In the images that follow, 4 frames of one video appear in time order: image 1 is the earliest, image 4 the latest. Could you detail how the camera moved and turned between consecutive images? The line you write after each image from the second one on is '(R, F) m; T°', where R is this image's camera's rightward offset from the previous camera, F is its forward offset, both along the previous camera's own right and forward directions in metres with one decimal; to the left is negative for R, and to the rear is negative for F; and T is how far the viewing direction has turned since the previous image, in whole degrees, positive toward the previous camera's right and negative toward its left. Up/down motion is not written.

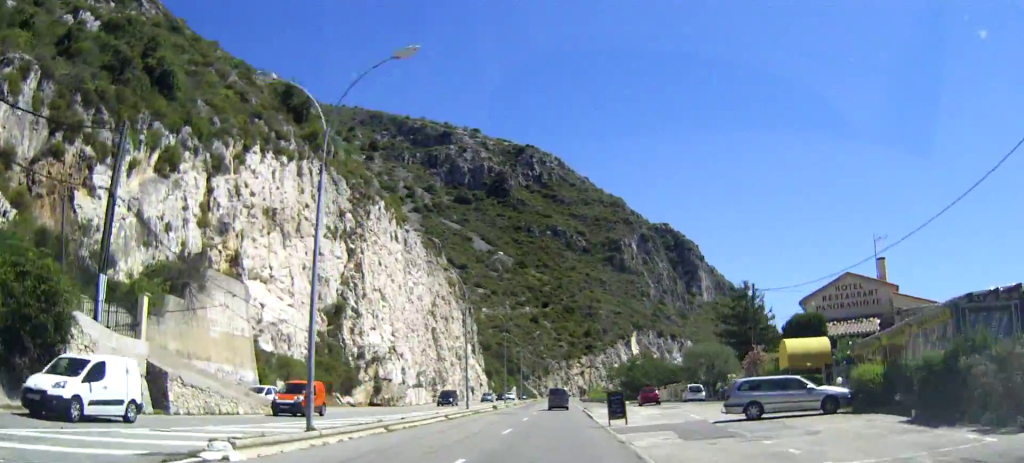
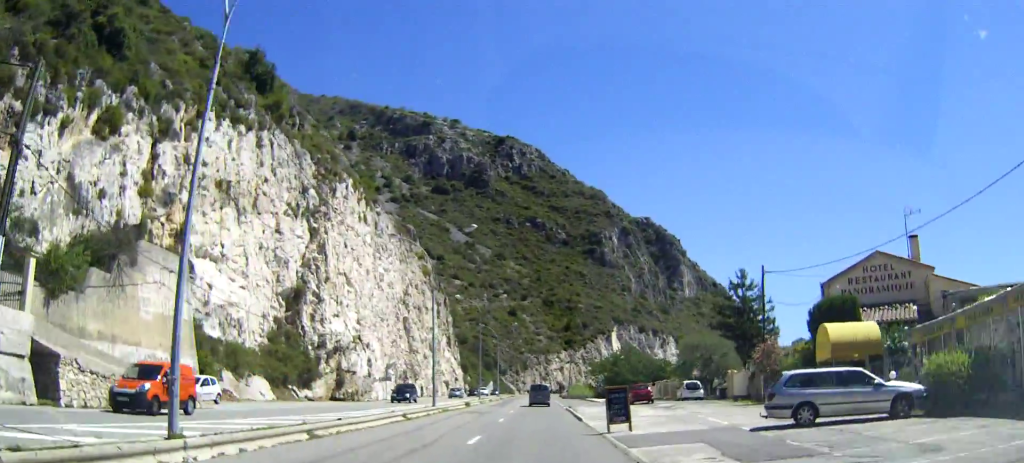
(0.0, +6.5) m; 0°
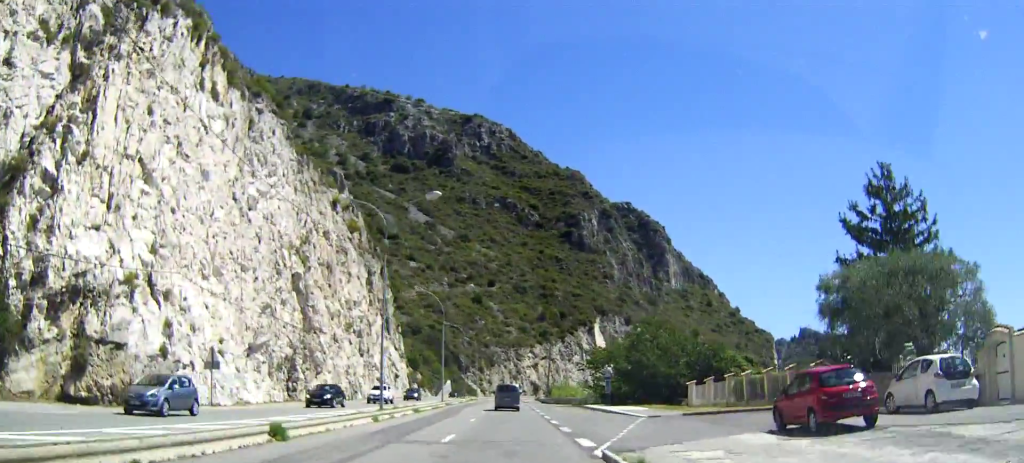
(+0.3, +37.7) m; +3°
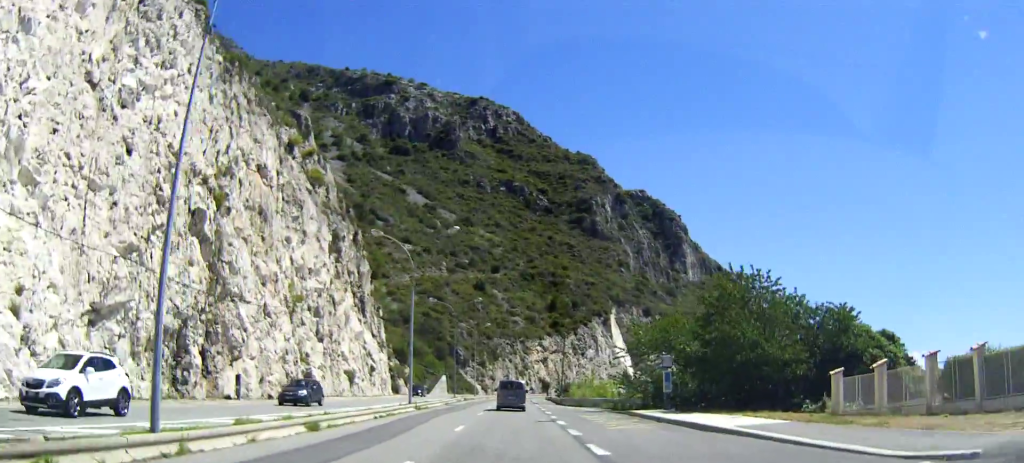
(+0.6, +22.1) m; +2°
